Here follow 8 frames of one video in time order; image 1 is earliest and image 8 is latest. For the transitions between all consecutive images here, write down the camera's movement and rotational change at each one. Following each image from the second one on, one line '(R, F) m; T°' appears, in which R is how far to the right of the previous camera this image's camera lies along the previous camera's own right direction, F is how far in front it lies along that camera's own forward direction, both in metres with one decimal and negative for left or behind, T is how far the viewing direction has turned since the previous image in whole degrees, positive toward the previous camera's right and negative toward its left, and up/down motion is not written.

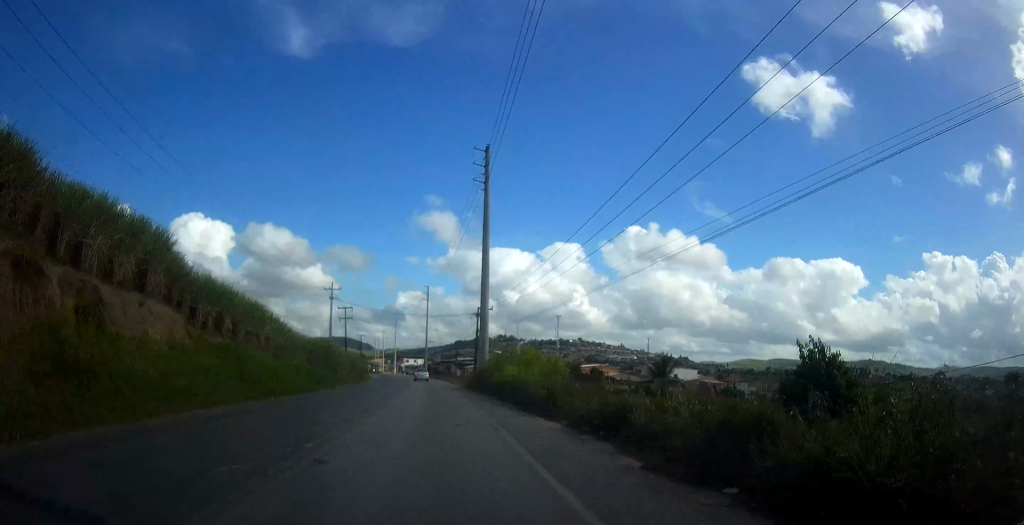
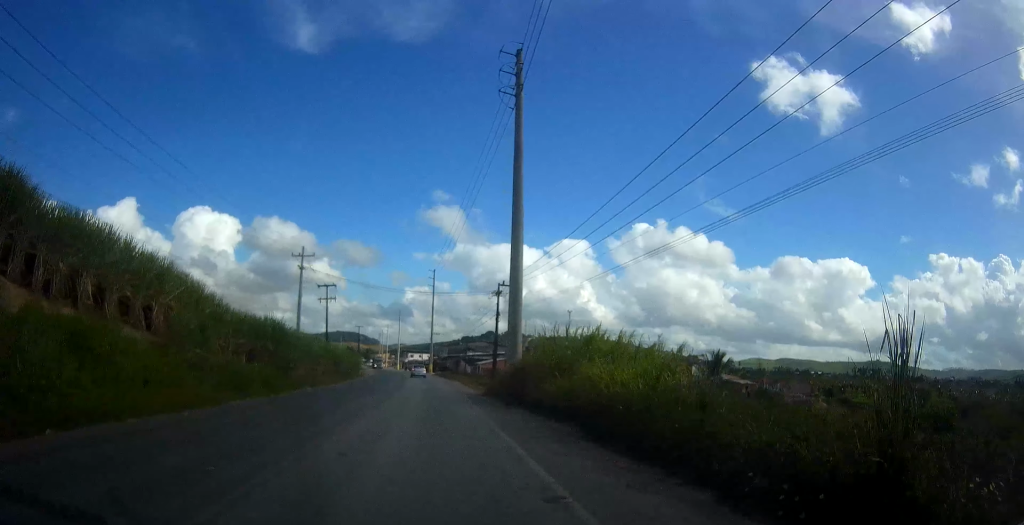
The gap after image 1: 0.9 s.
(0.0, +17.3) m; 0°
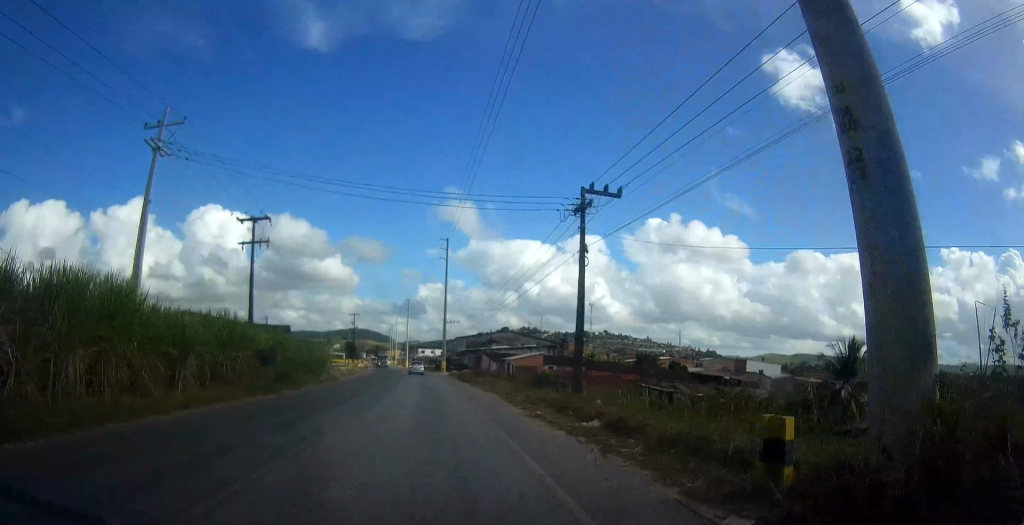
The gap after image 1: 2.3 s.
(-0.1, +27.6) m; 0°
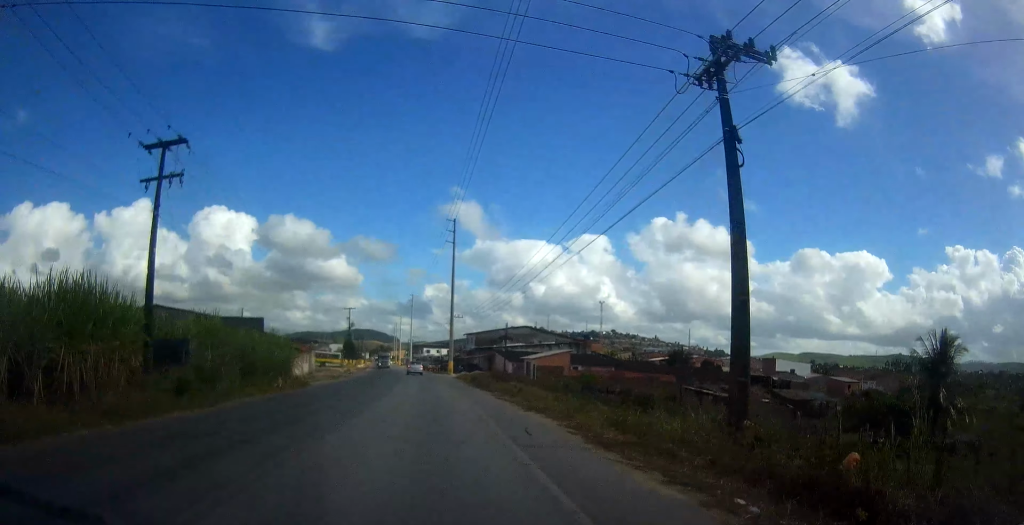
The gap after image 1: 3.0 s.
(0.0, +12.9) m; -1°
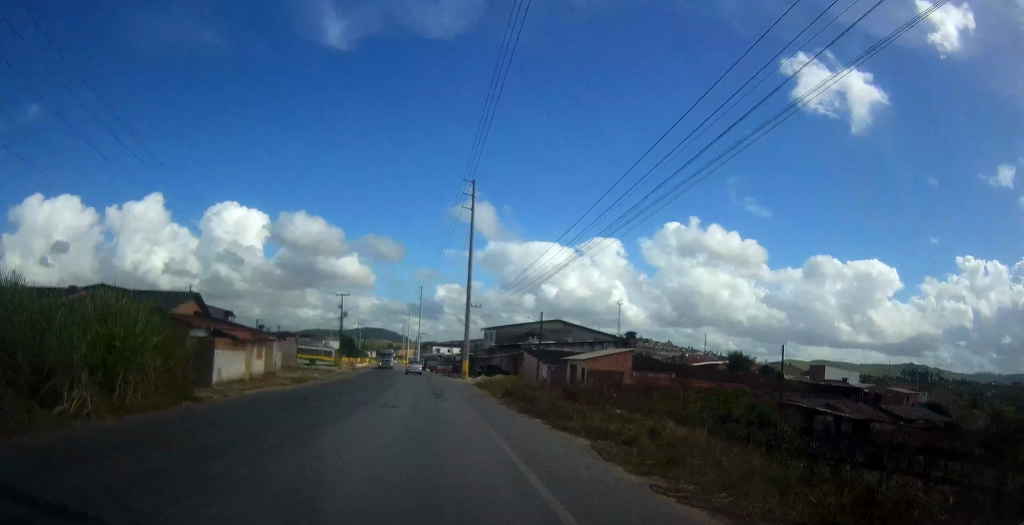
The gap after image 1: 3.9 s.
(-0.3, +18.6) m; 0°
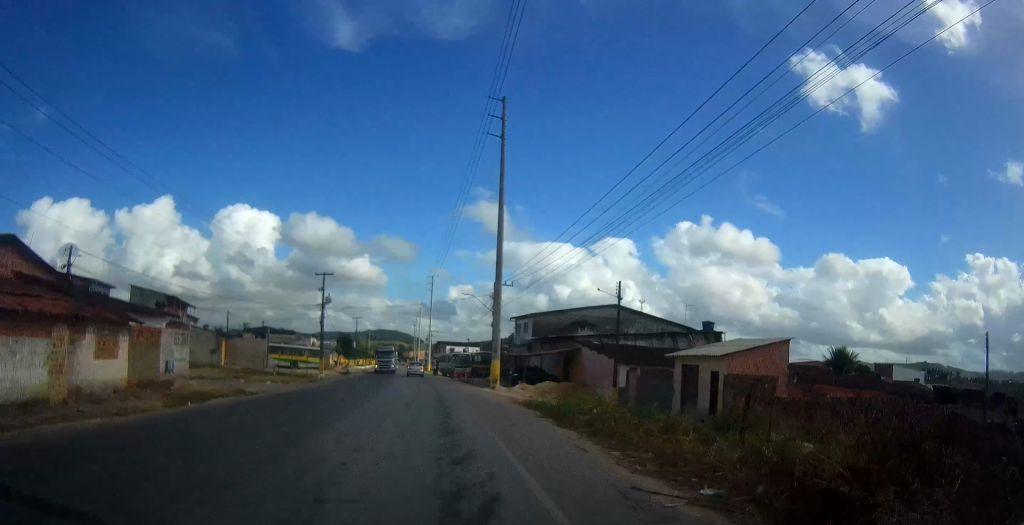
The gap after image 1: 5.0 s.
(+0.2, +21.6) m; 0°
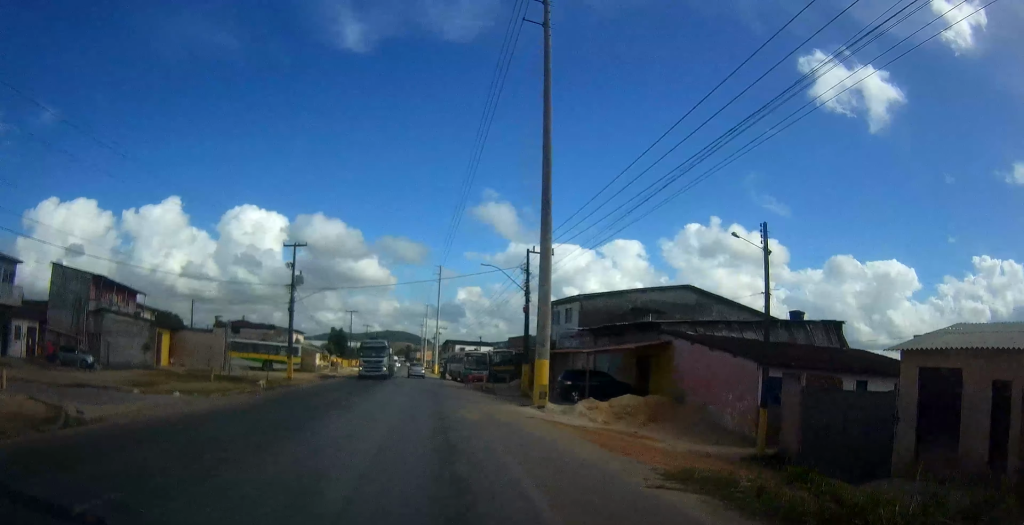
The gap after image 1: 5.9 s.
(-0.3, +16.4) m; -3°
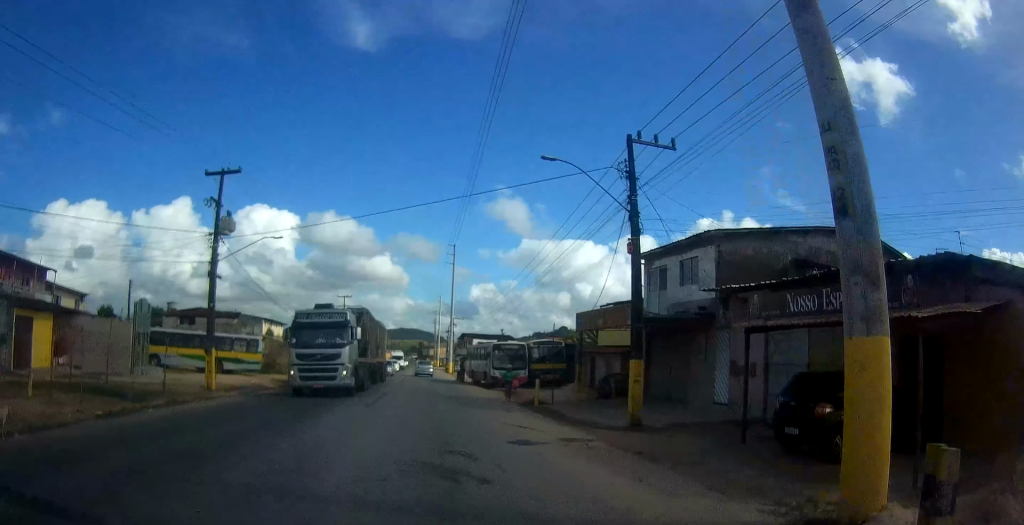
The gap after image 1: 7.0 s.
(-0.6, +20.0) m; -1°
